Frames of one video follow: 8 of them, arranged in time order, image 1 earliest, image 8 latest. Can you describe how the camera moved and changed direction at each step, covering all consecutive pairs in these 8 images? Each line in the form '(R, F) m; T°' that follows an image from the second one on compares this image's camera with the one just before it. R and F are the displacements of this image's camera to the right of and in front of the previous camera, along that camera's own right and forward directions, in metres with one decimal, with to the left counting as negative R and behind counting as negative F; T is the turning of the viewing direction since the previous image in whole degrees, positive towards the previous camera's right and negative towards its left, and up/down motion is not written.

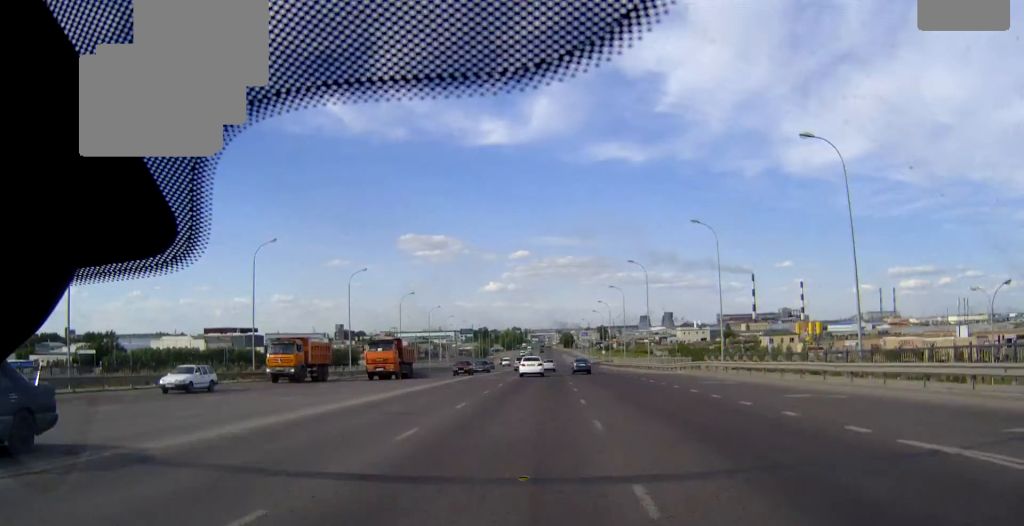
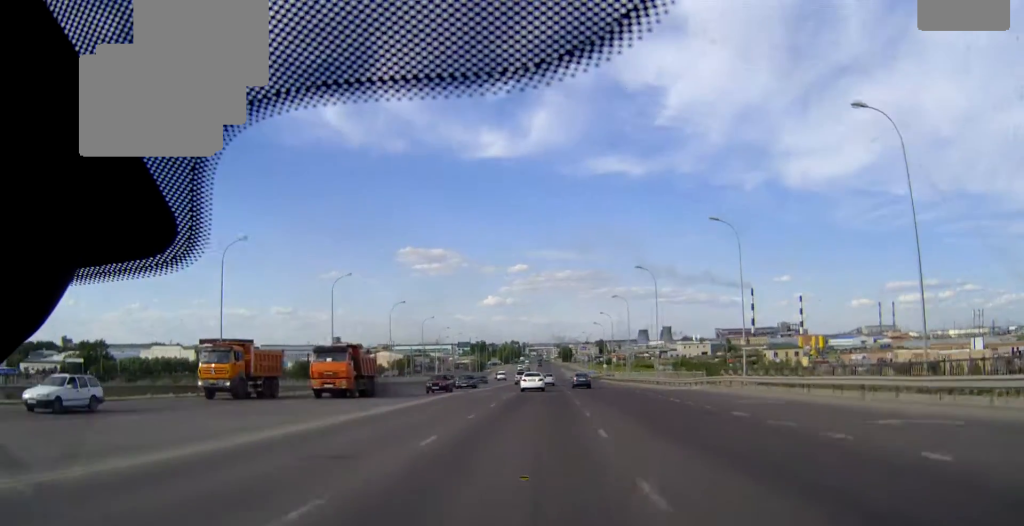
(0.0, +6.7) m; 0°
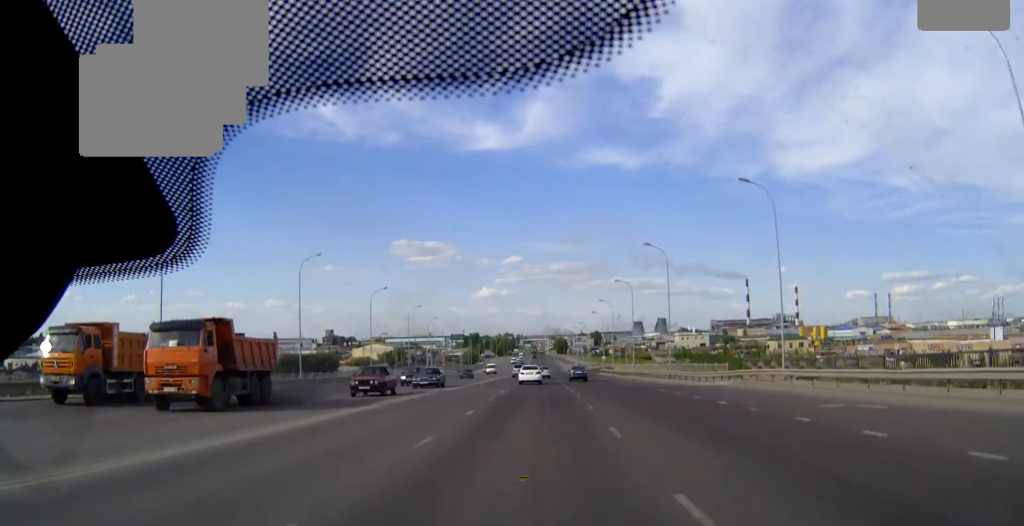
(0.0, +9.3) m; 0°
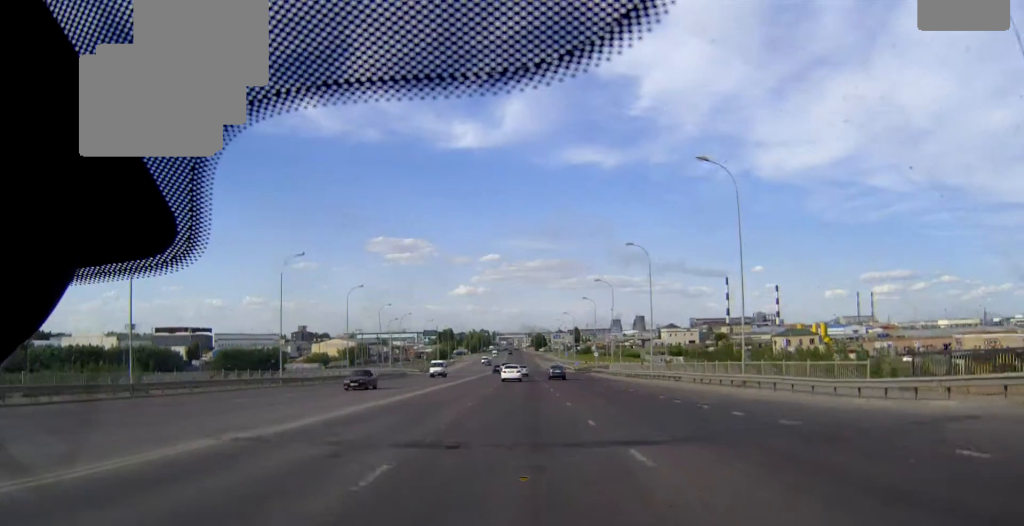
(+0.3, +27.7) m; +1°
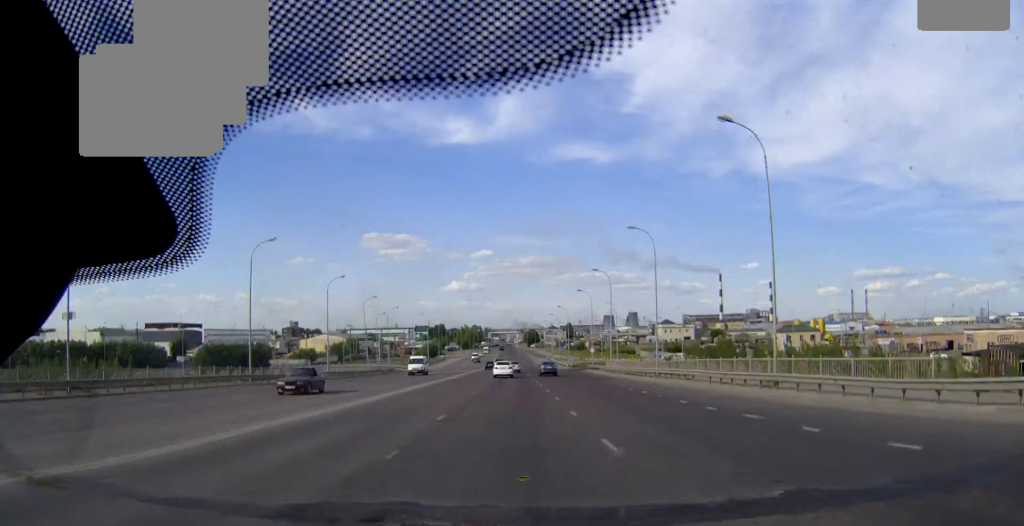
(+0.1, +6.2) m; 0°
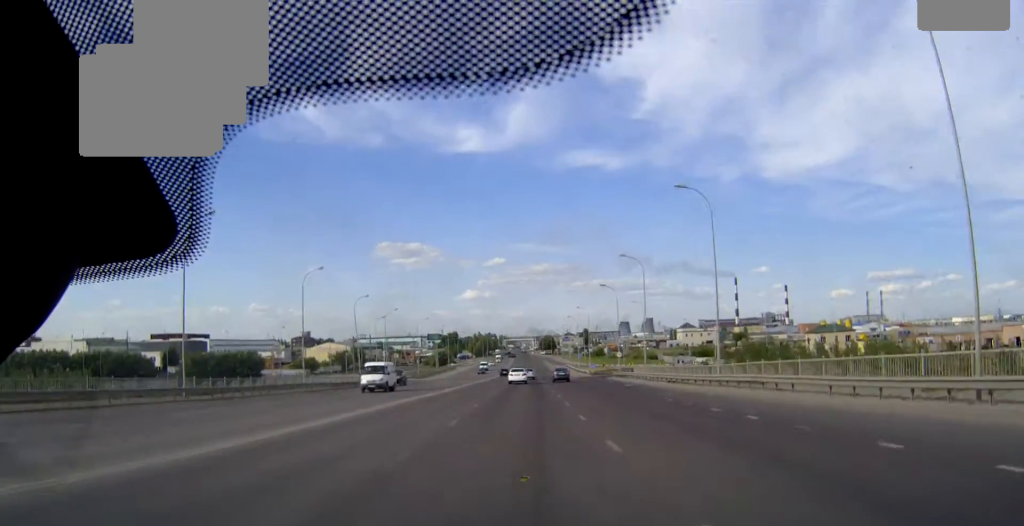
(+0.1, +15.4) m; 0°
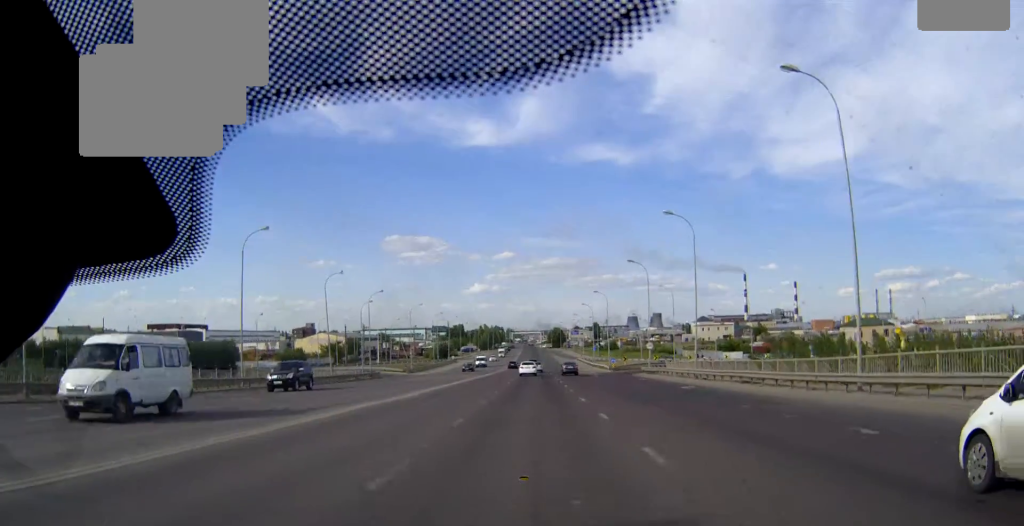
(-0.1, +18.3) m; -1°
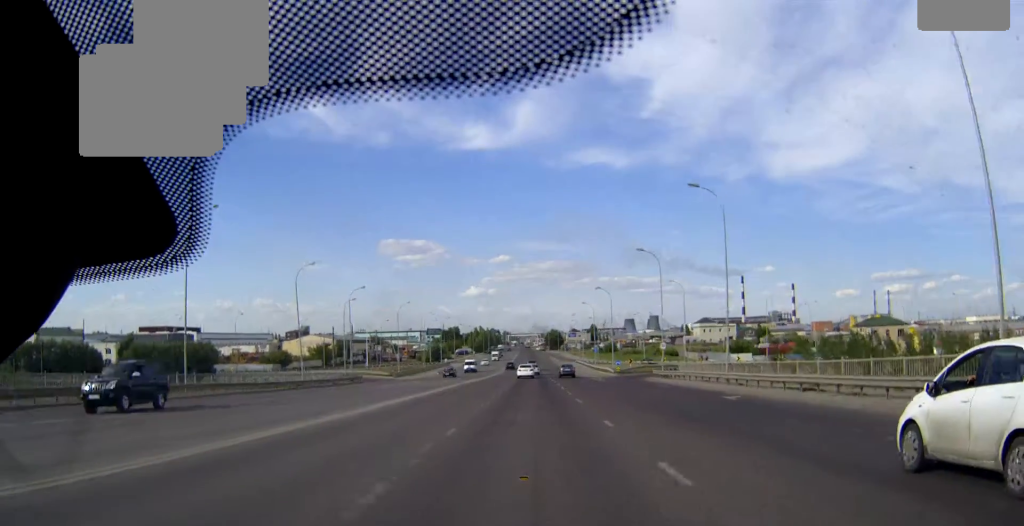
(0.0, +9.2) m; 0°
